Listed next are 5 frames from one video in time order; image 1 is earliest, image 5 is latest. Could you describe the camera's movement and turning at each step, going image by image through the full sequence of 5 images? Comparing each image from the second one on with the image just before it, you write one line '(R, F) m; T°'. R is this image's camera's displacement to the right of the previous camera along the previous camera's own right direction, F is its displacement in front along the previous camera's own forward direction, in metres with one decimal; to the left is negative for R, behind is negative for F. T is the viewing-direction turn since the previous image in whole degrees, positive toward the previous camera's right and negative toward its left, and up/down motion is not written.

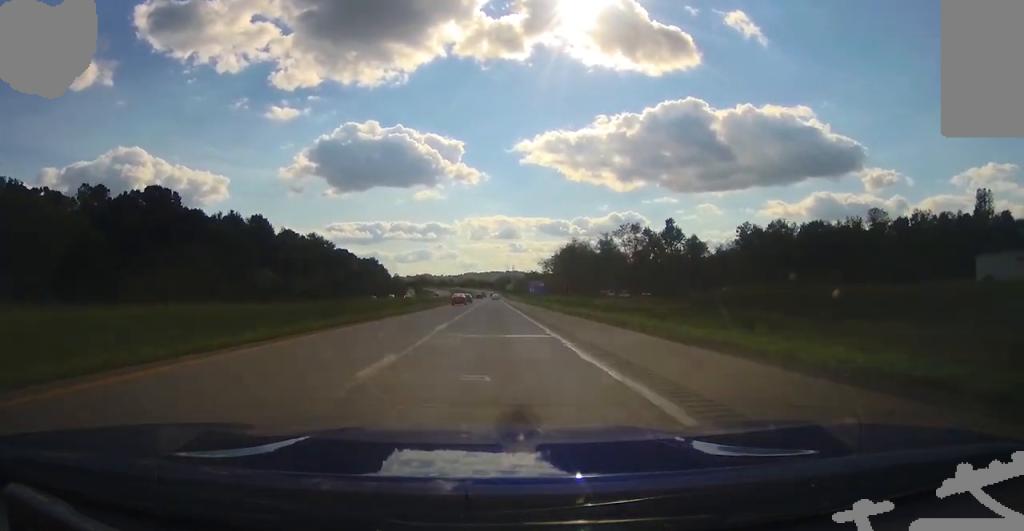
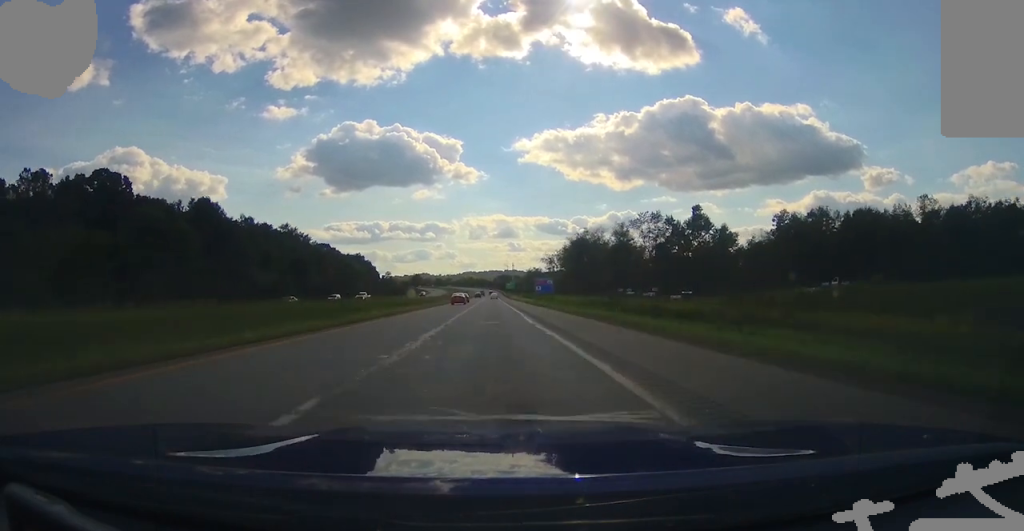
(+0.2, +29.1) m; 0°
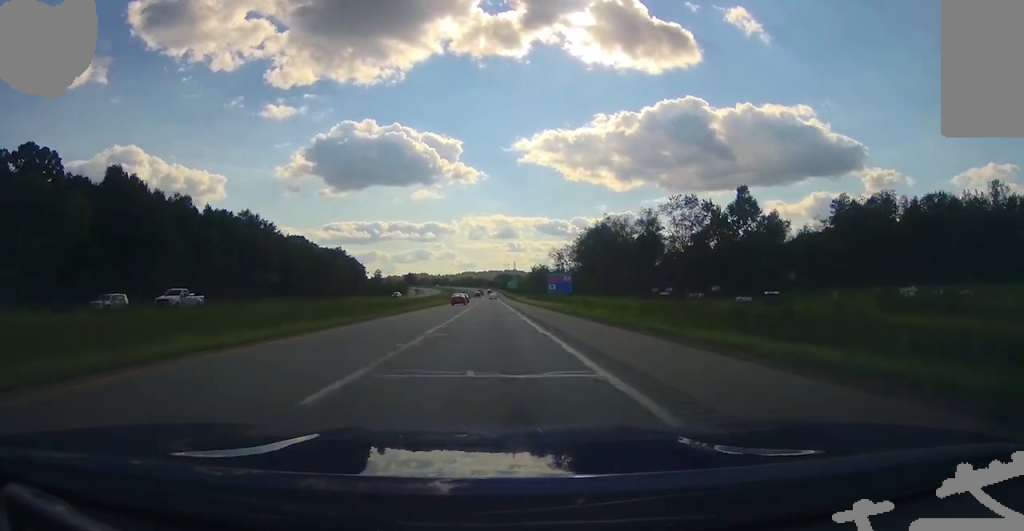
(0.0, +33.6) m; -1°
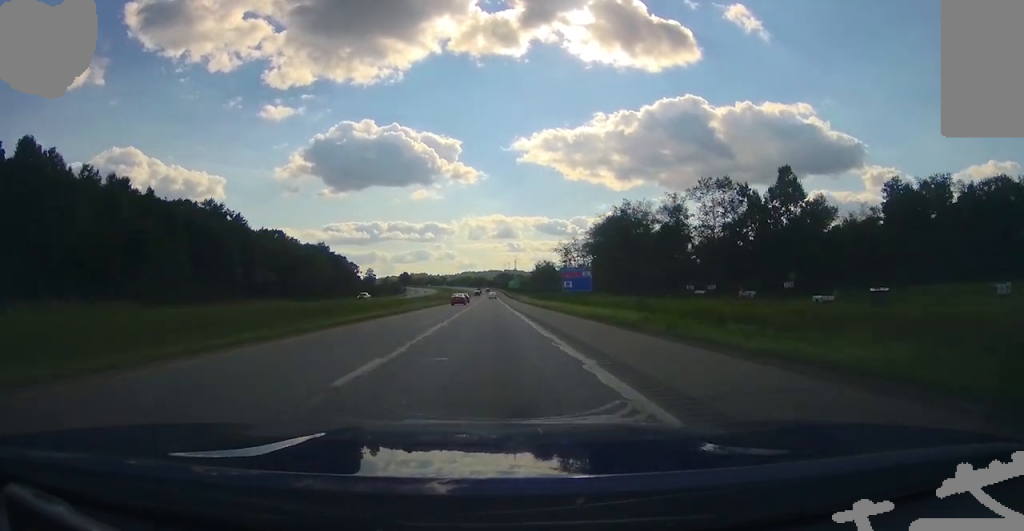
(-0.2, +23.0) m; -1°
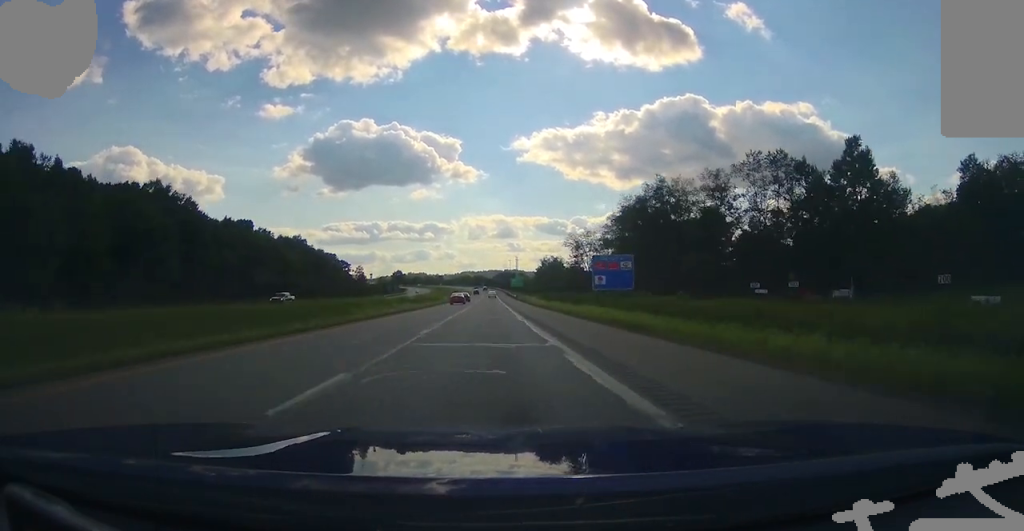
(-0.2, +26.3) m; 0°
